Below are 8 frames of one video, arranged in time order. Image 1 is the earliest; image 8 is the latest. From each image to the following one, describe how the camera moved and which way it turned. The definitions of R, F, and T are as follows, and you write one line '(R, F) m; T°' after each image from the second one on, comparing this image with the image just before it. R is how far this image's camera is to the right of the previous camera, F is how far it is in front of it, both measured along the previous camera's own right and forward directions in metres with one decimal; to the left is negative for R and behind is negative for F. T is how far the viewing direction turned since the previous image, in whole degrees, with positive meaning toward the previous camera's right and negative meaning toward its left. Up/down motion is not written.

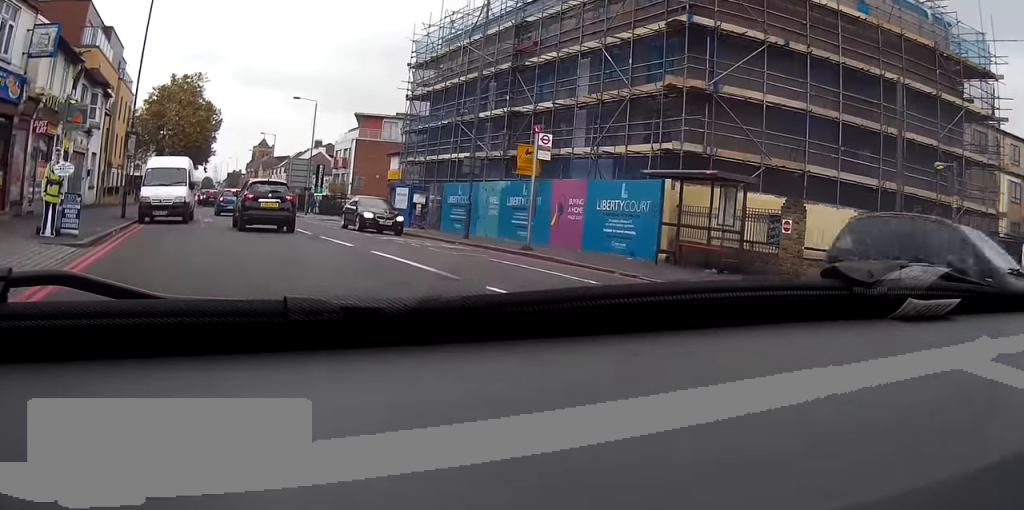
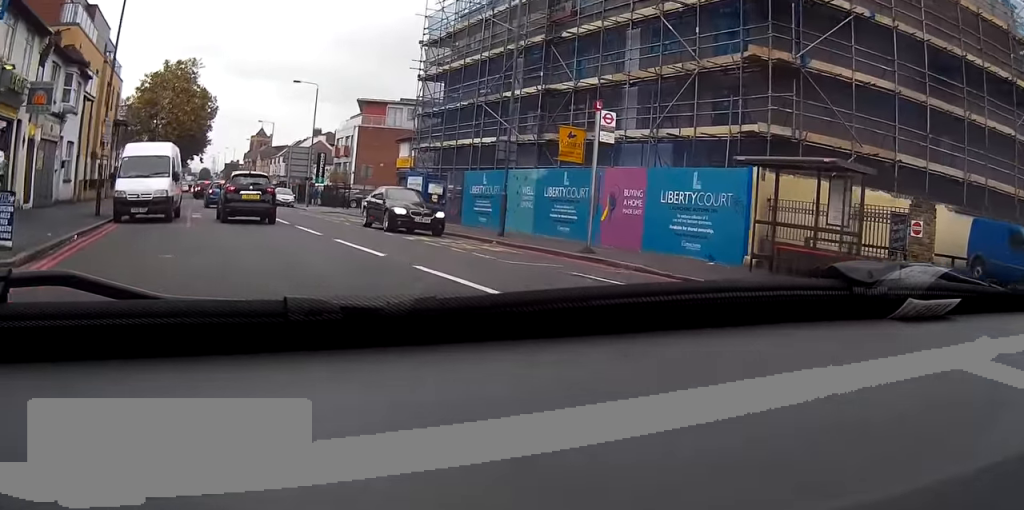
(+0.1, +4.6) m; 0°
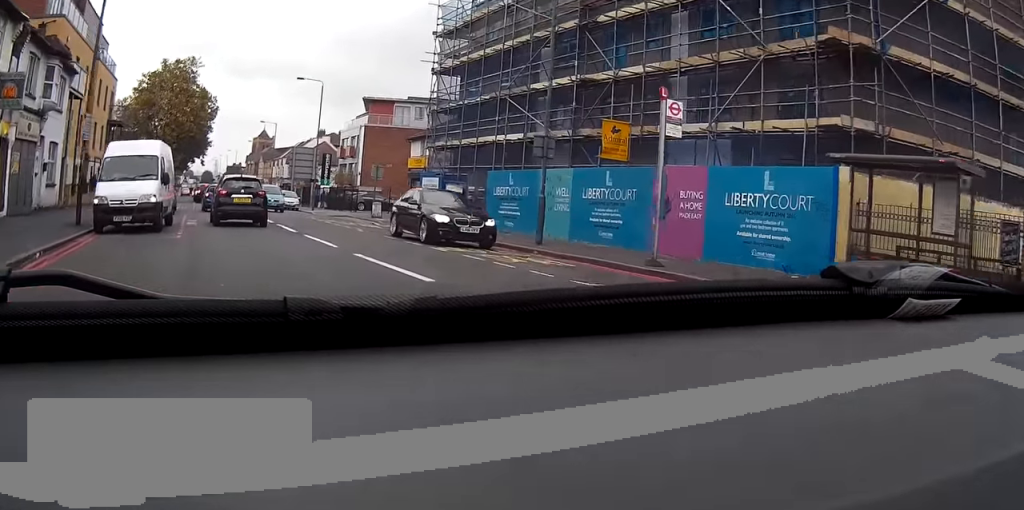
(+0.1, +3.2) m; 0°
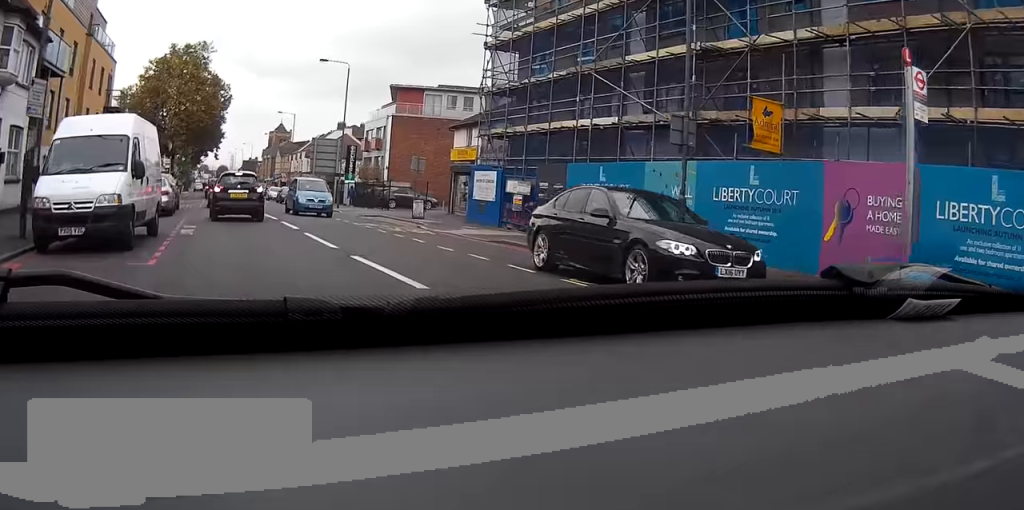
(-0.1, +6.8) m; -1°
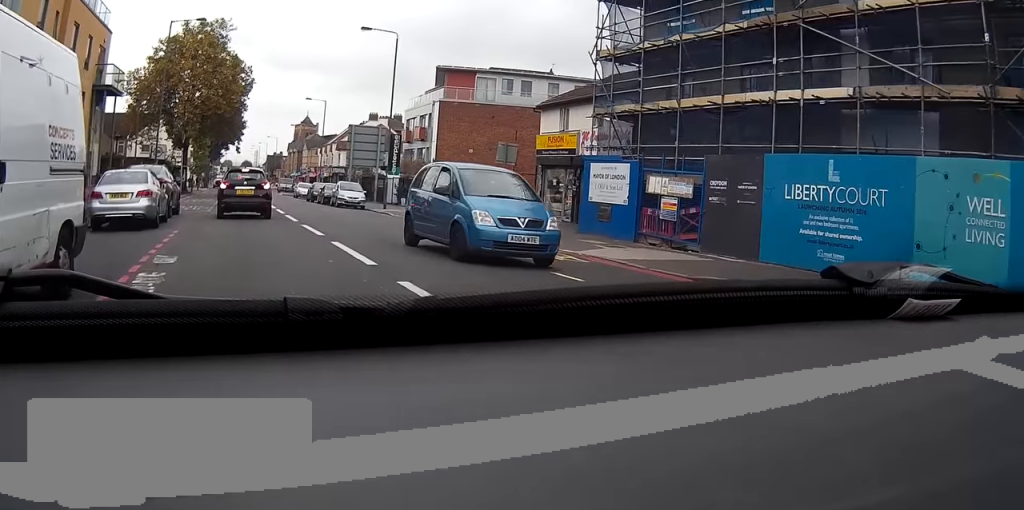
(-0.1, +9.8) m; -3°
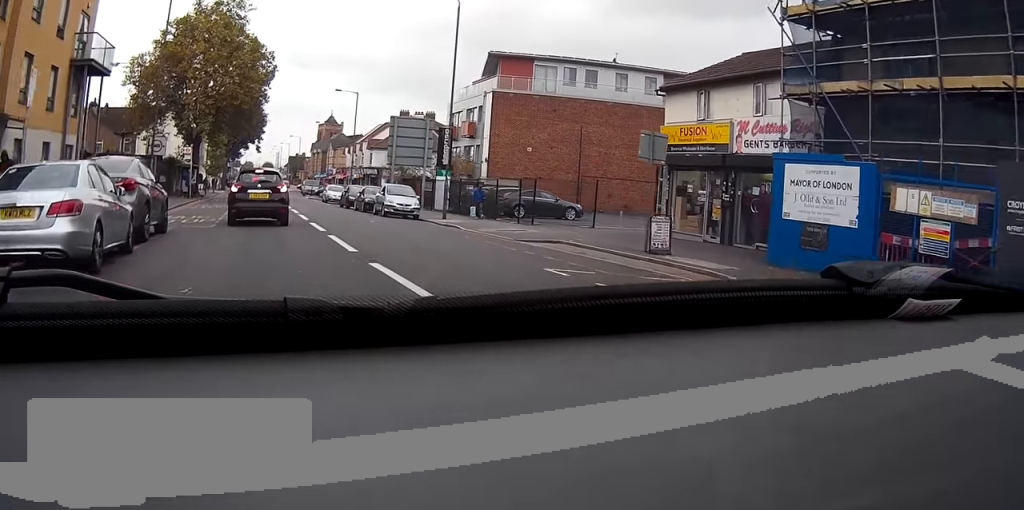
(-0.5, +8.9) m; -4°
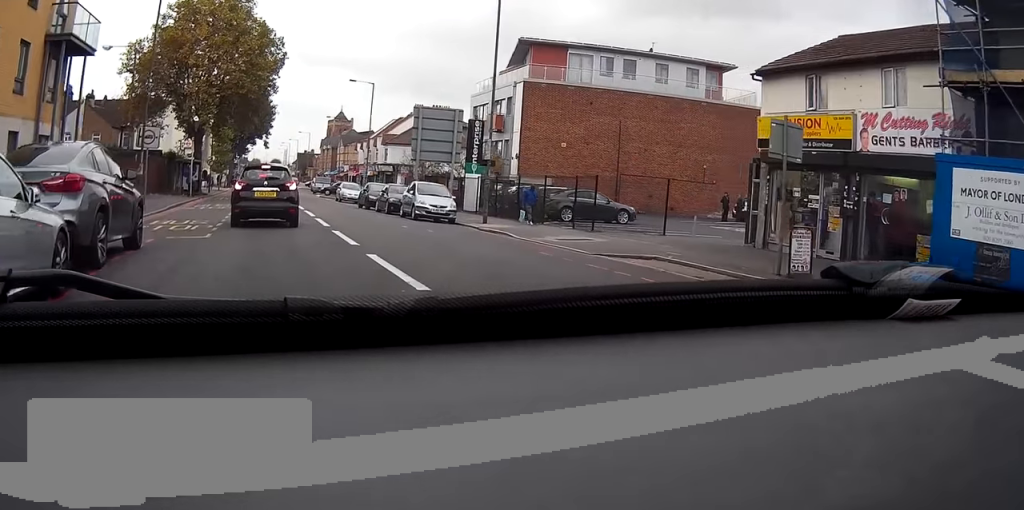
(0.0, +4.9) m; 0°
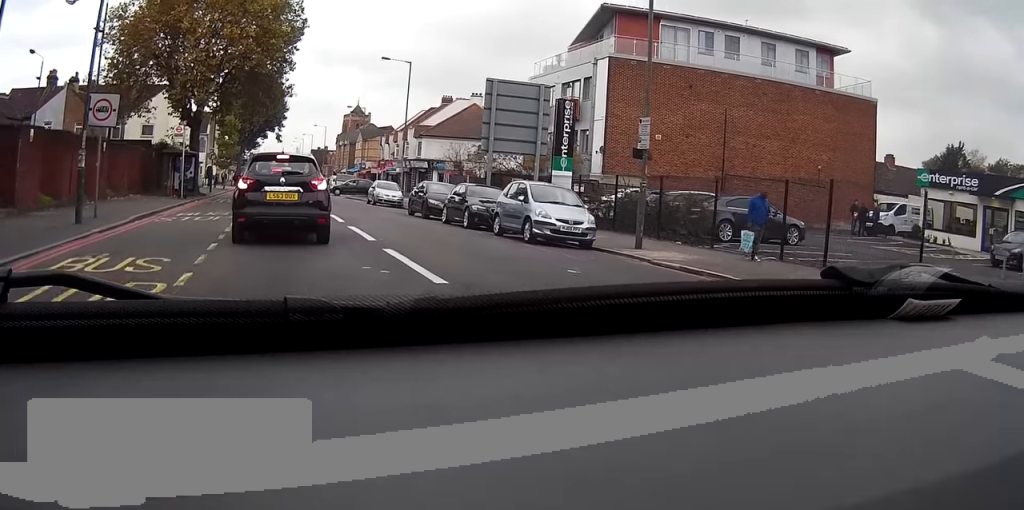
(+0.1, +11.0) m; 0°
